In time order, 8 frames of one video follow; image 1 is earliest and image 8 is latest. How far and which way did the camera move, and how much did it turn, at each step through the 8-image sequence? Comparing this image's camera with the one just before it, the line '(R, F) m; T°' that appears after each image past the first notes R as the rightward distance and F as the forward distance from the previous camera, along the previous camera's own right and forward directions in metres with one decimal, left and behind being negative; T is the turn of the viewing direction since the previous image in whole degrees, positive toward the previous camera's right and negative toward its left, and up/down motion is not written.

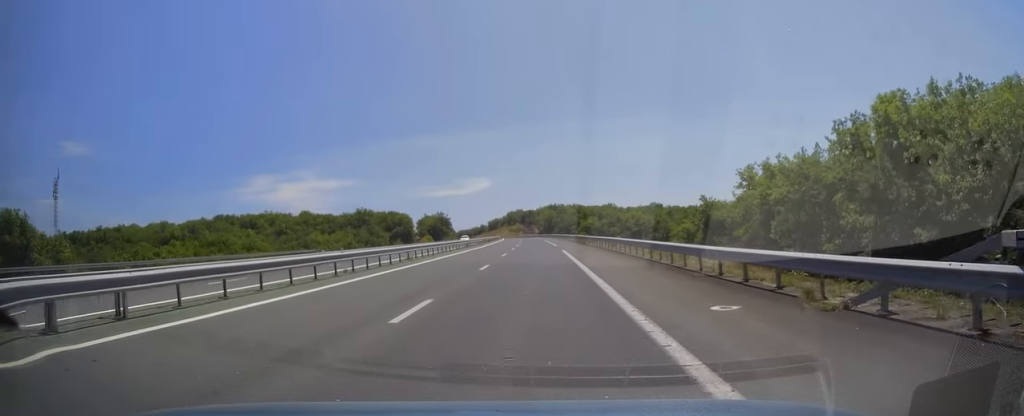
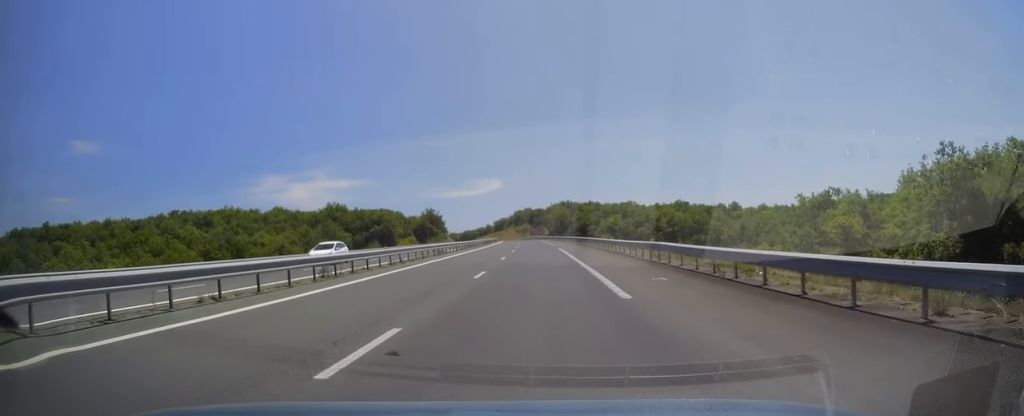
(-0.5, +42.7) m; -1°
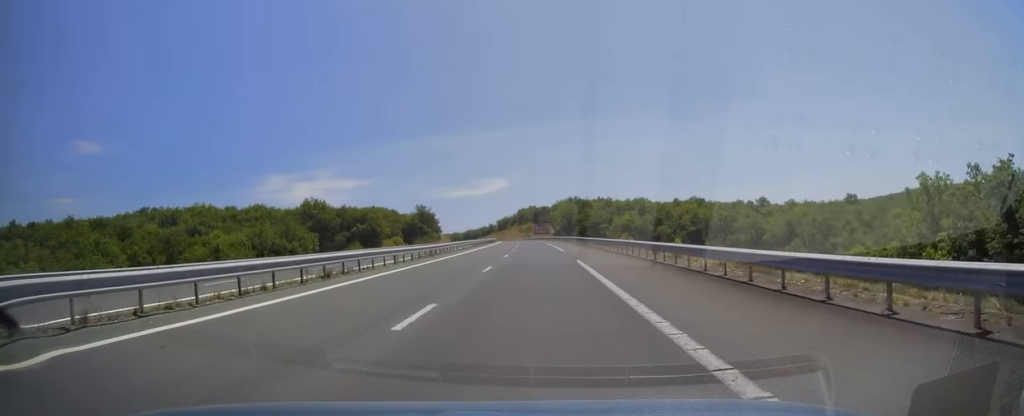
(-0.3, +23.1) m; 0°
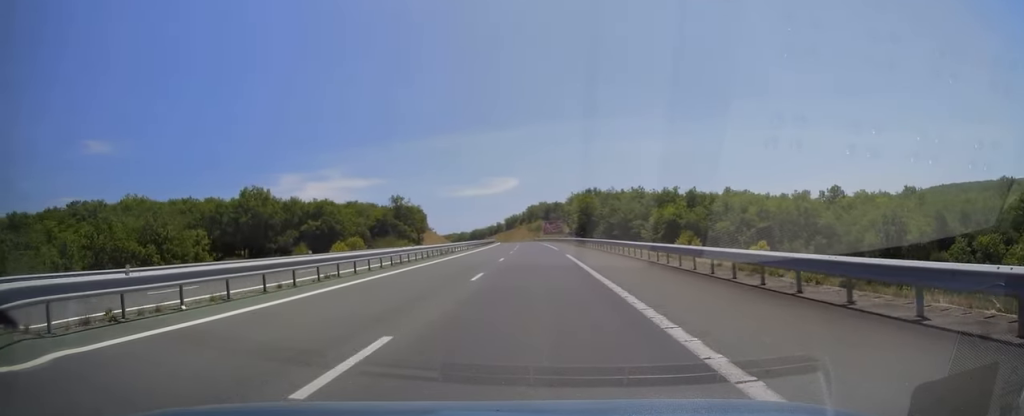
(-0.2, +42.6) m; -1°
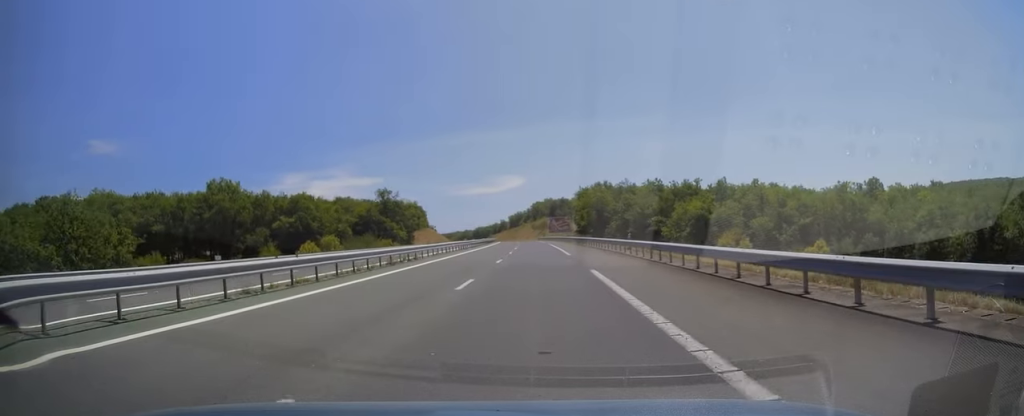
(-0.3, +16.2) m; -1°
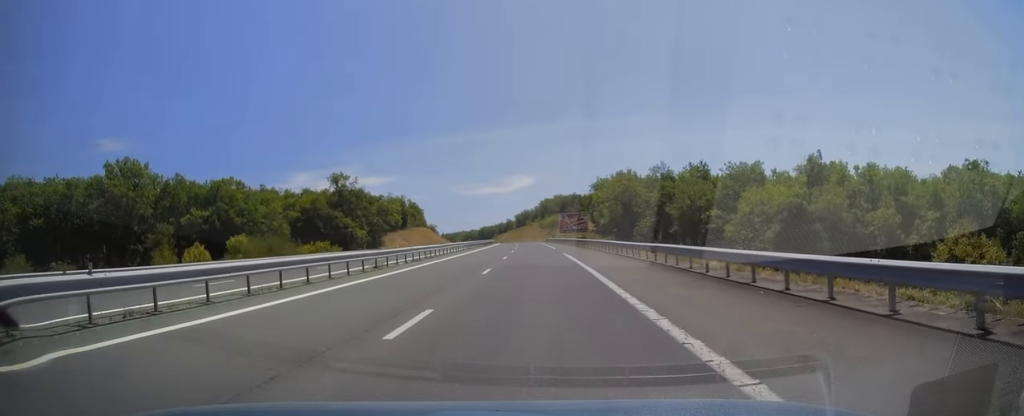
(+0.2, +32.9) m; 0°
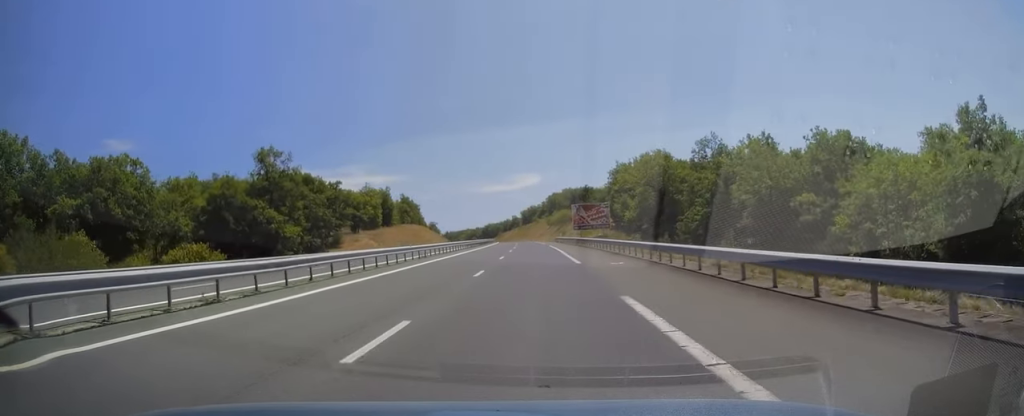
(-0.4, +27.6) m; -1°
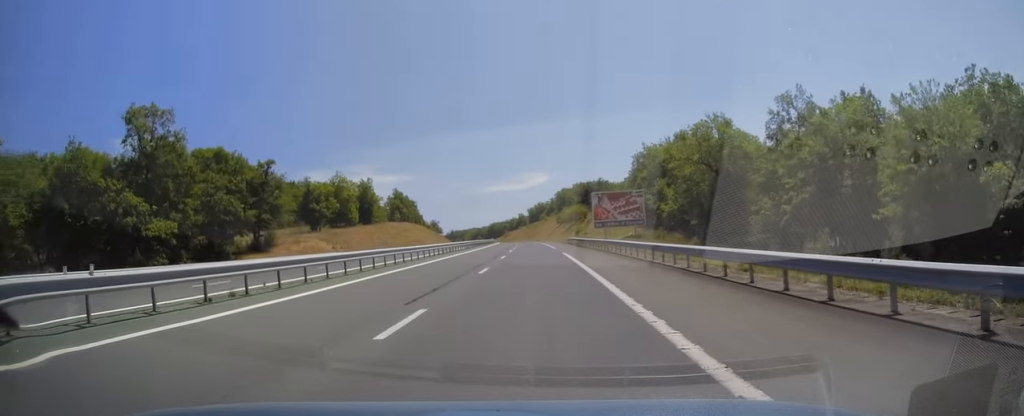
(-0.1, +24.7) m; -1°
